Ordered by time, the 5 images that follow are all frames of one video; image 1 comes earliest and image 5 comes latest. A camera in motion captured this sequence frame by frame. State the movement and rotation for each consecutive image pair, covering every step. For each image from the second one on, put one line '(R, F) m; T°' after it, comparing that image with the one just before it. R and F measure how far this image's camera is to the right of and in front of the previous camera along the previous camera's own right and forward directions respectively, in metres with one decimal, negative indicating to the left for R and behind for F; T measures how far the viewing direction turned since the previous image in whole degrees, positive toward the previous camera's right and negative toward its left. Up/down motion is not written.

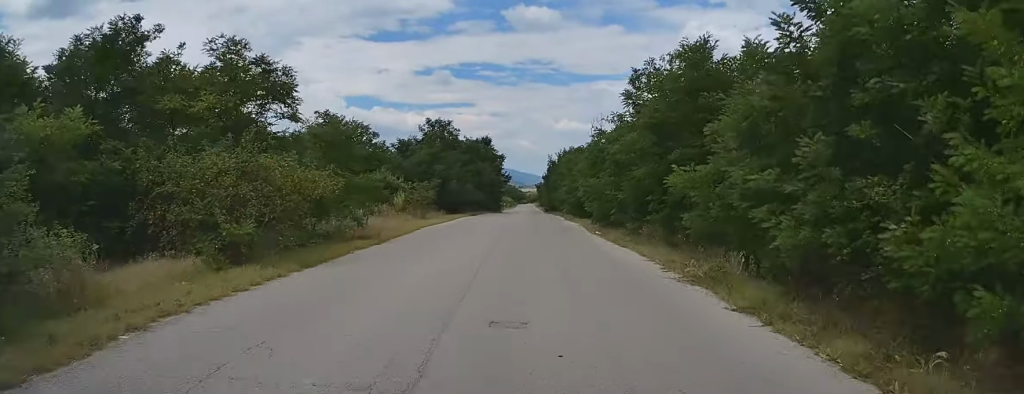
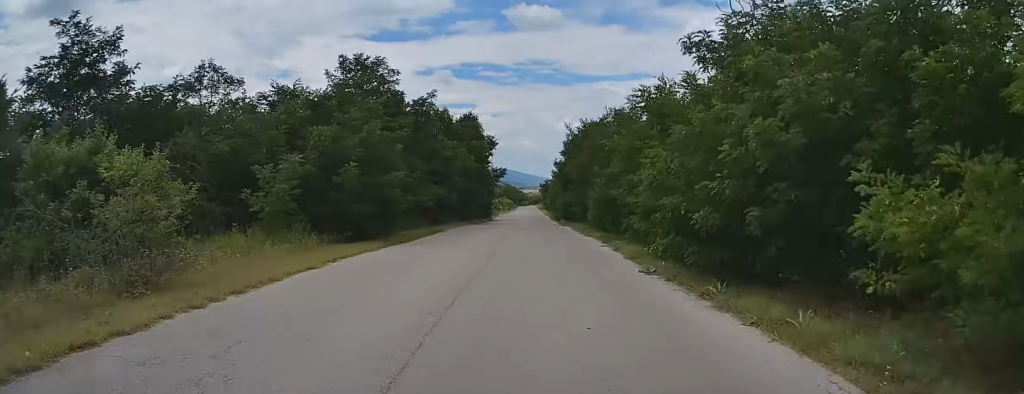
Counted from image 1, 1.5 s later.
(+0.3, +26.2) m; +1°
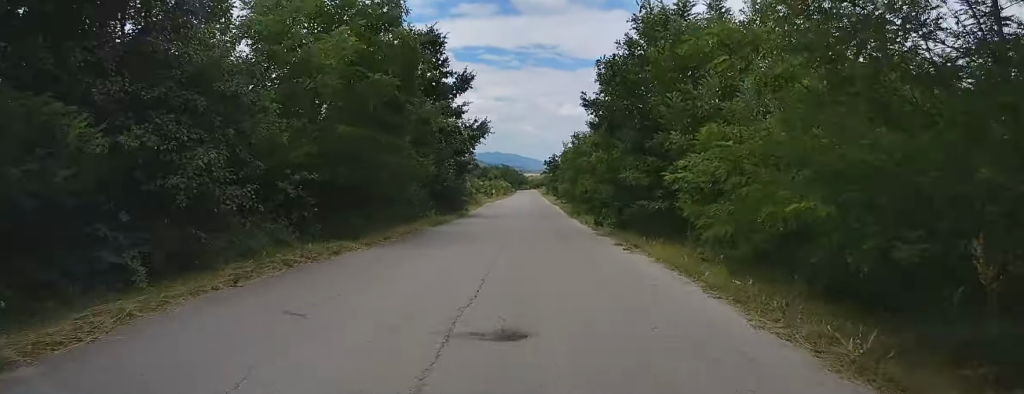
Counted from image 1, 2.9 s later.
(+0.2, +27.0) m; +1°
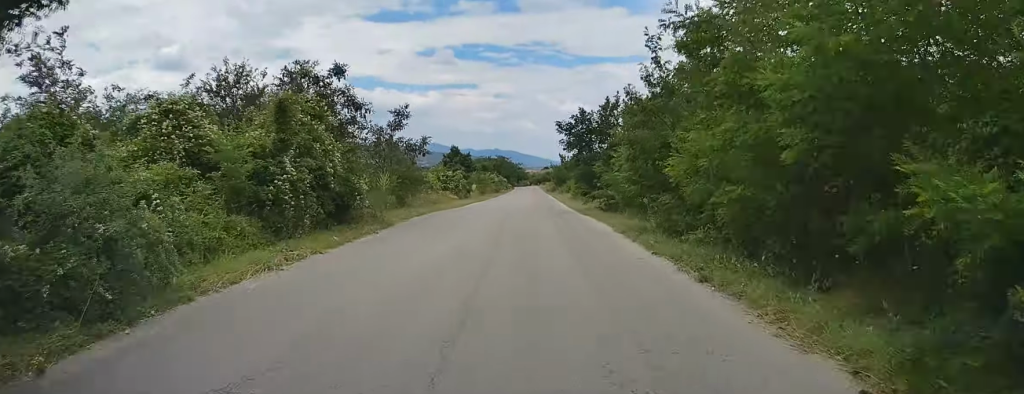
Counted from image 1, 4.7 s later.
(-0.8, +34.2) m; -2°
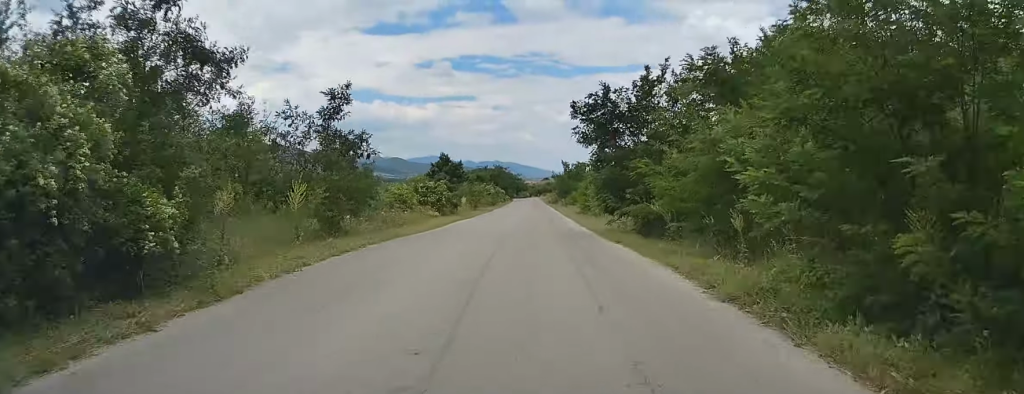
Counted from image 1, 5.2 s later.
(+0.1, +9.7) m; +1°
